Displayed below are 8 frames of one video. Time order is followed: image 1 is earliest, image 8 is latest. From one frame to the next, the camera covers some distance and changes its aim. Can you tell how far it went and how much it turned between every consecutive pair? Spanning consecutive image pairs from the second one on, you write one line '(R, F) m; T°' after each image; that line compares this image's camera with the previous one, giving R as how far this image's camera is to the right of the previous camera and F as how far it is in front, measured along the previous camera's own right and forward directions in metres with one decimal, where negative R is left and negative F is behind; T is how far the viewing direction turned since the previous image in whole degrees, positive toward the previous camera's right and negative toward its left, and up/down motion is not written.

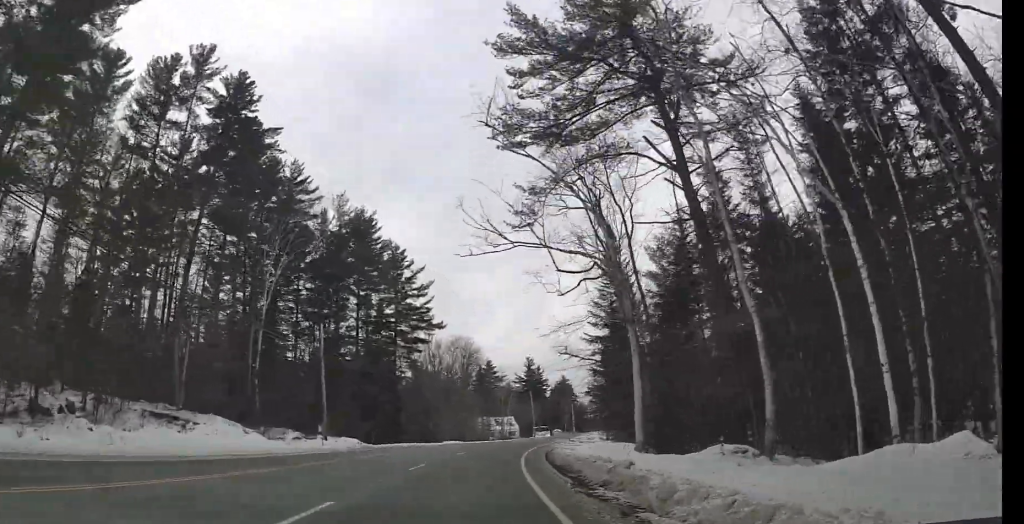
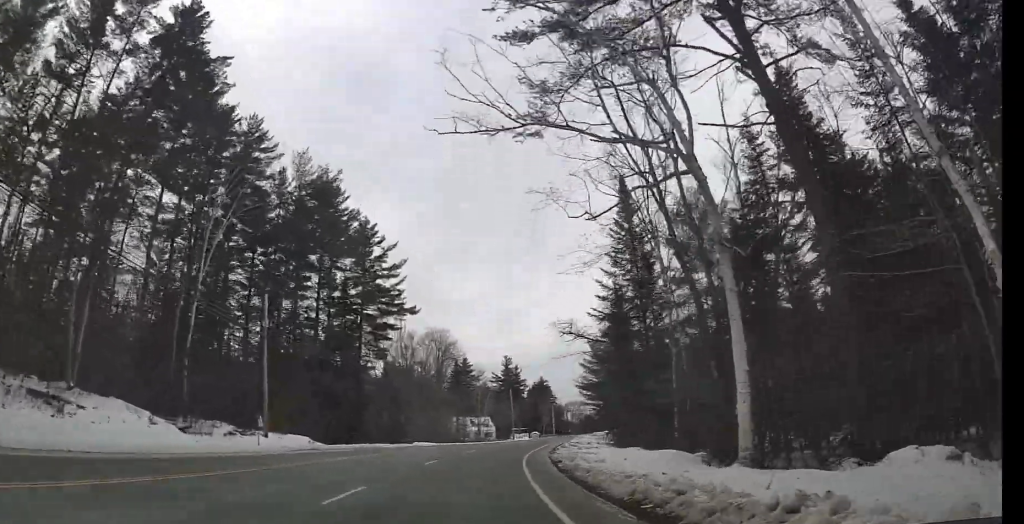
(+0.2, +9.2) m; +3°
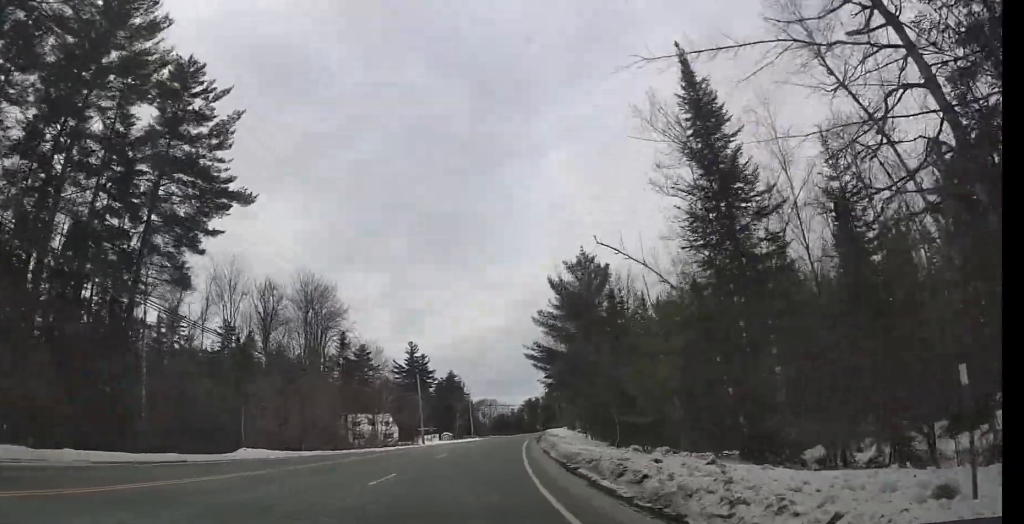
(+3.4, +31.6) m; +10°
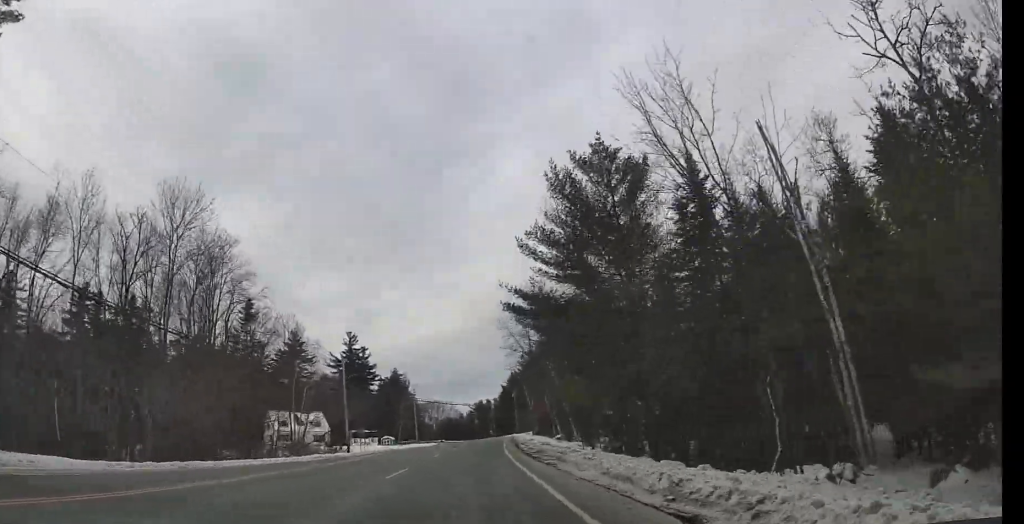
(+0.4, +20.8) m; +4°
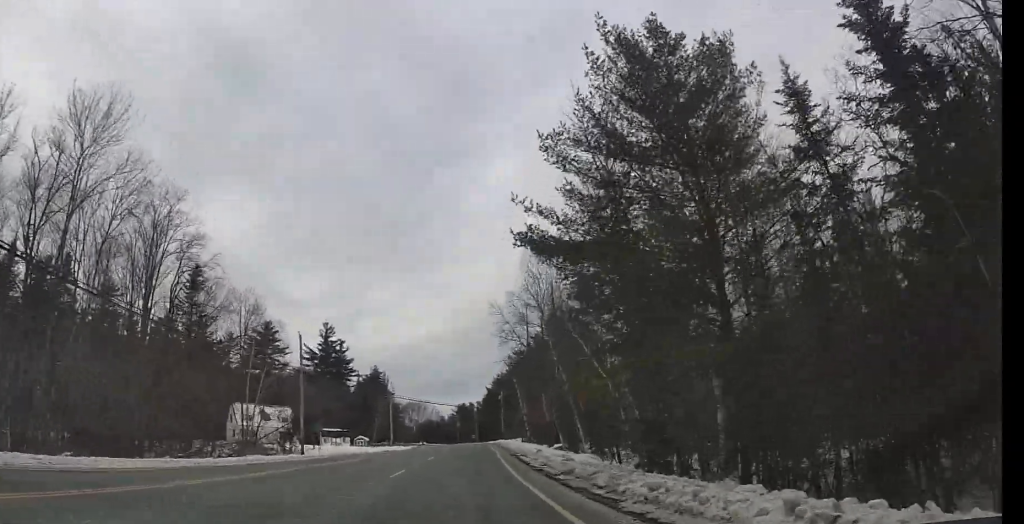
(+0.1, +10.8) m; +5°
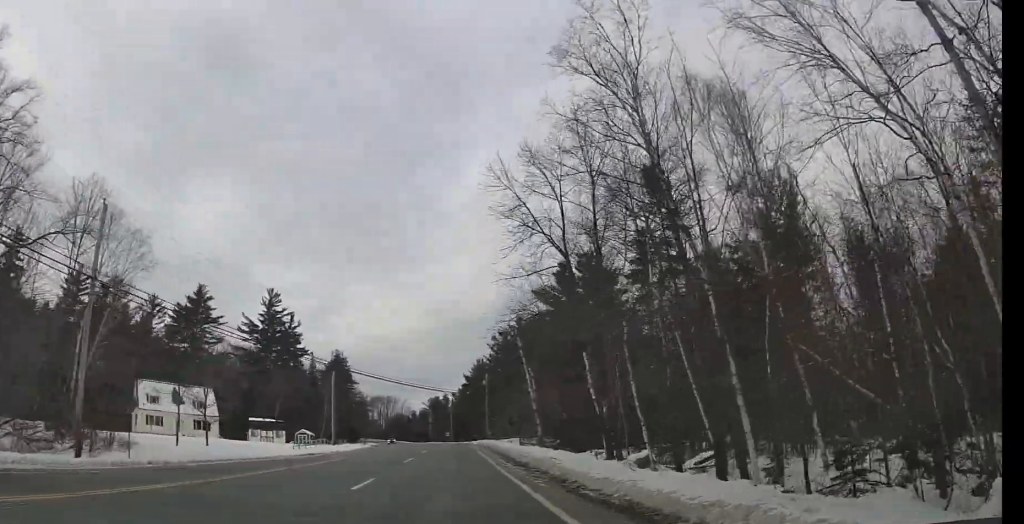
(+4.4, +25.5) m; +10°
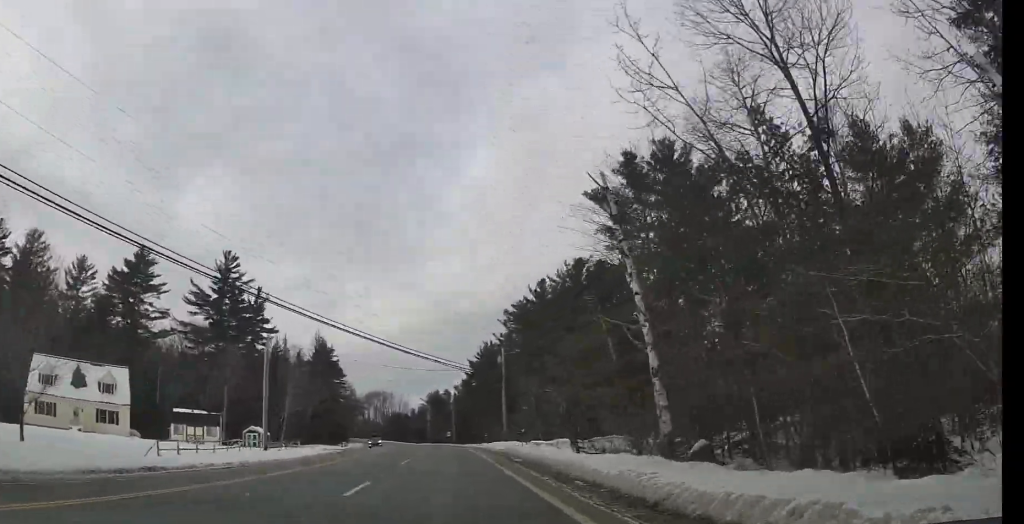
(-2.2, +24.3) m; -9°
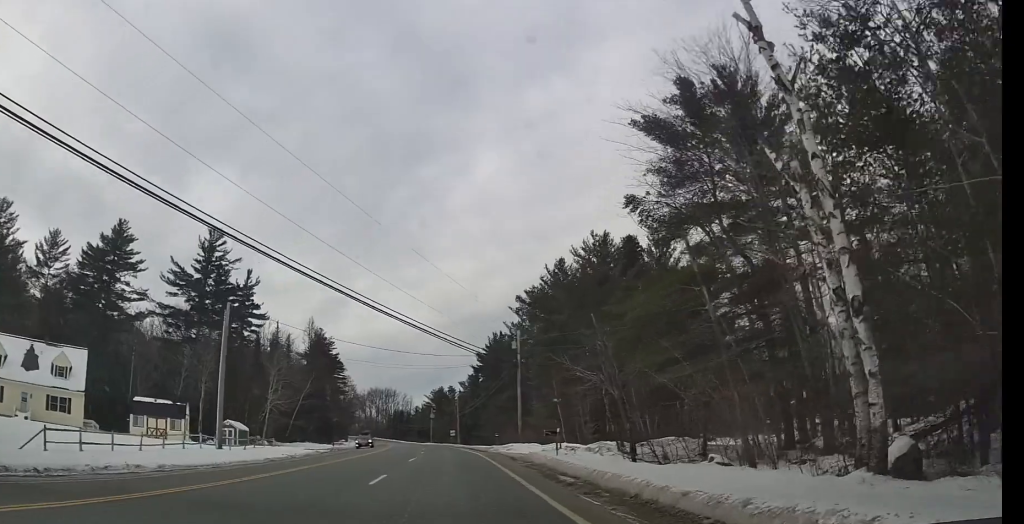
(-1.2, +10.0) m; -2°
